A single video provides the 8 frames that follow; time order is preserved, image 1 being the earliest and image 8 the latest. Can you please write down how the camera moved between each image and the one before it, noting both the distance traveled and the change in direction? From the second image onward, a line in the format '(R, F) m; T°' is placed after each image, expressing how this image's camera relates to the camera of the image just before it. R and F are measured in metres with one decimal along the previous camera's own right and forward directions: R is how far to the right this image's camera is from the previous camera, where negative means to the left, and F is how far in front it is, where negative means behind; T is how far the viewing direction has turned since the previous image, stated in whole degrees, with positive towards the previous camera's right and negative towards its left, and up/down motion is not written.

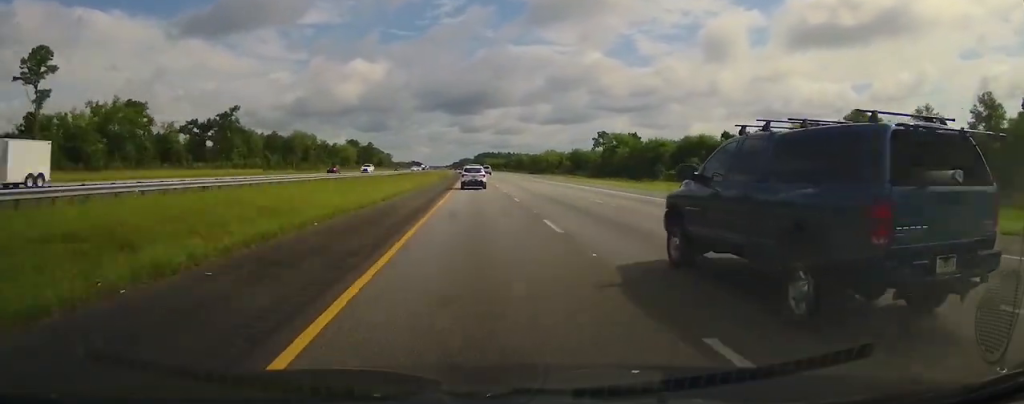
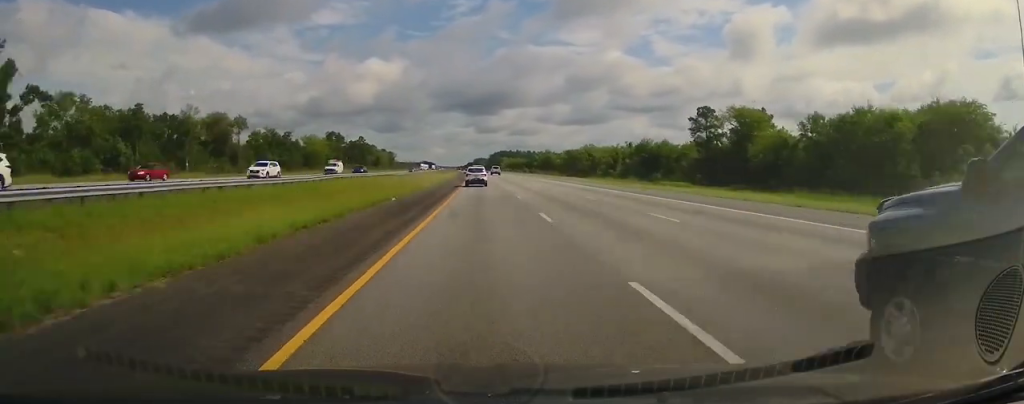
(-0.6, +93.9) m; -1°
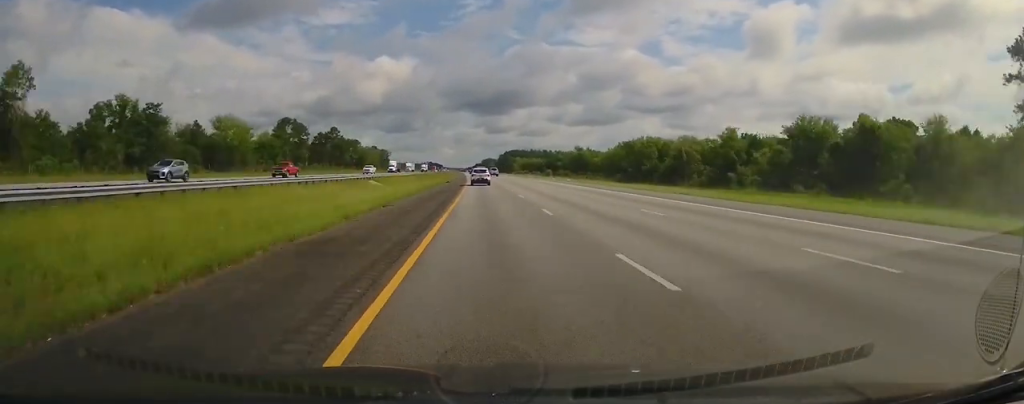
(-1.2, +93.4) m; -1°
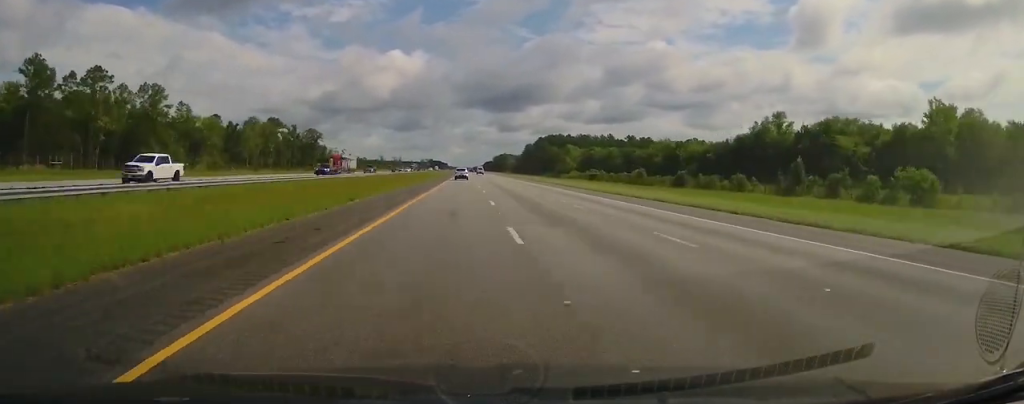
(-1.2, +268.6) m; -1°
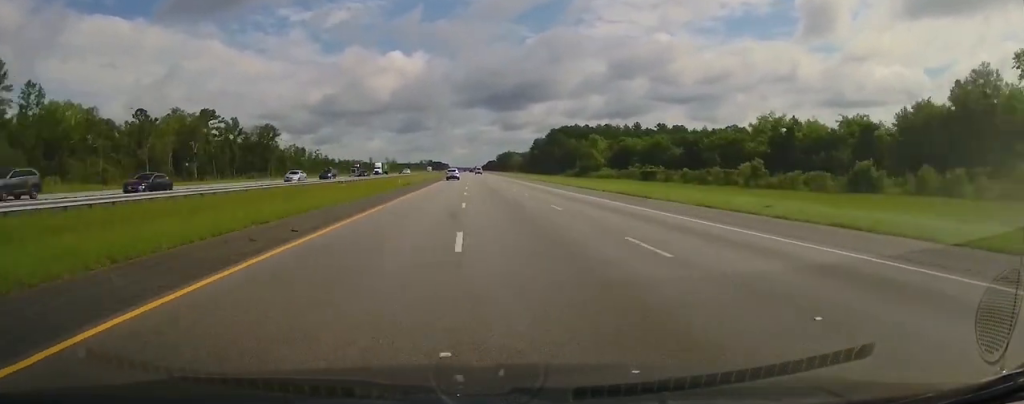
(-0.2, +59.3) m; 0°
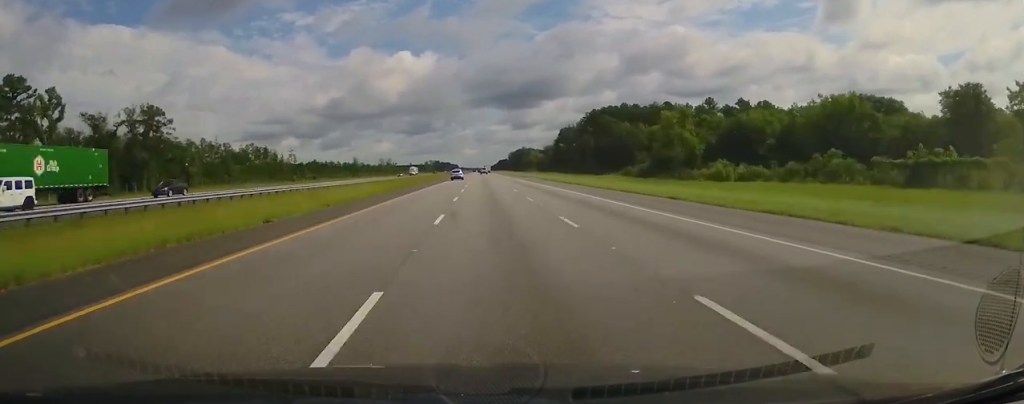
(-0.7, +85.9) m; -1°
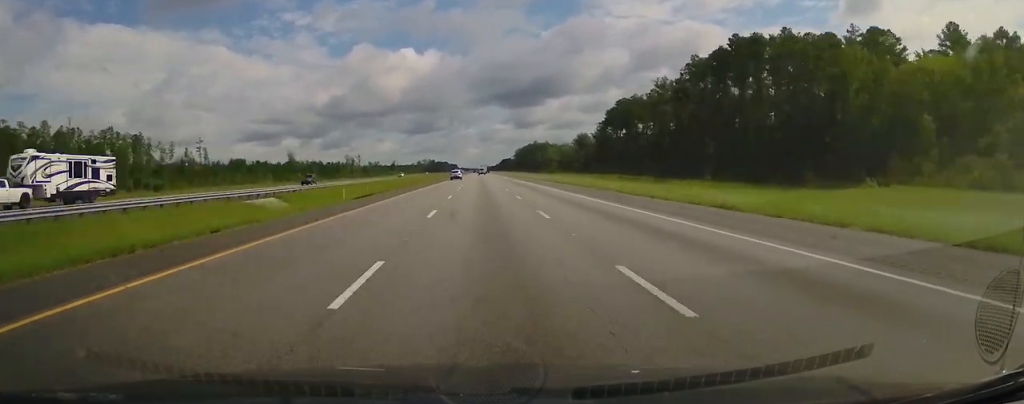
(-0.3, +118.3) m; 0°
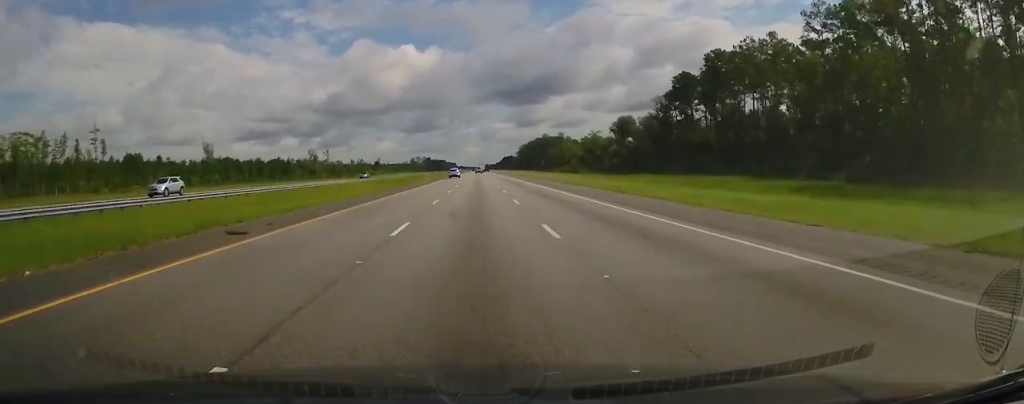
(0.0, +66.9) m; 0°
